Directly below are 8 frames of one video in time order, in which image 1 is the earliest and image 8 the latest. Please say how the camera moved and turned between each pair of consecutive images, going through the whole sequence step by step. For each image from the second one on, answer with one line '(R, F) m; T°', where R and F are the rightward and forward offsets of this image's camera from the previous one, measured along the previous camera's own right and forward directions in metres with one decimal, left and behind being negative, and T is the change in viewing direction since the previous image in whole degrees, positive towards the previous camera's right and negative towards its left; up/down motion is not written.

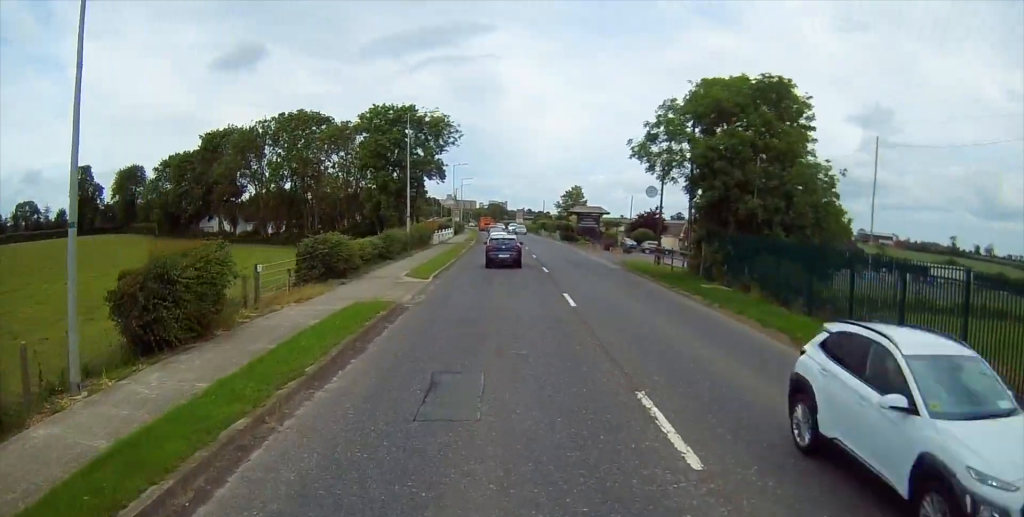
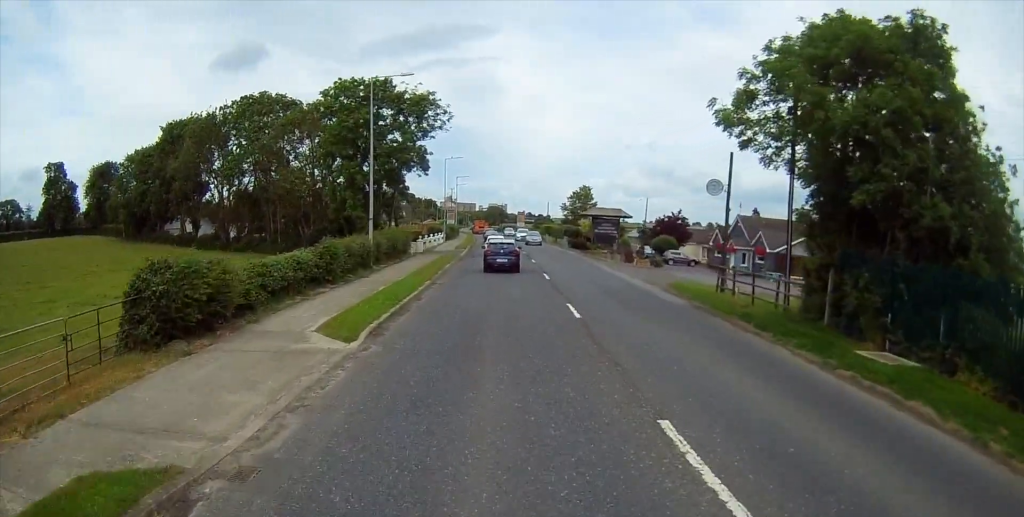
(+0.4, +12.9) m; +1°
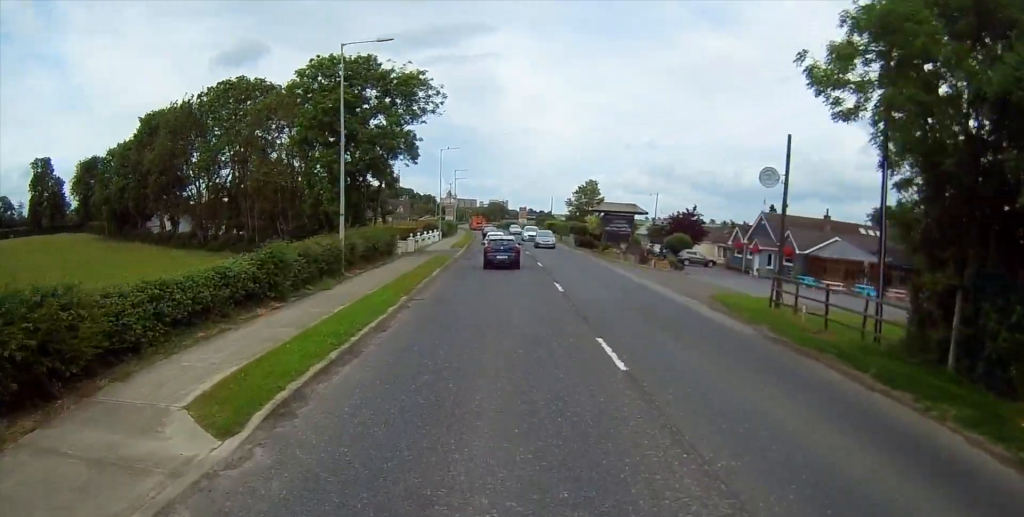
(+0.1, +6.3) m; 0°
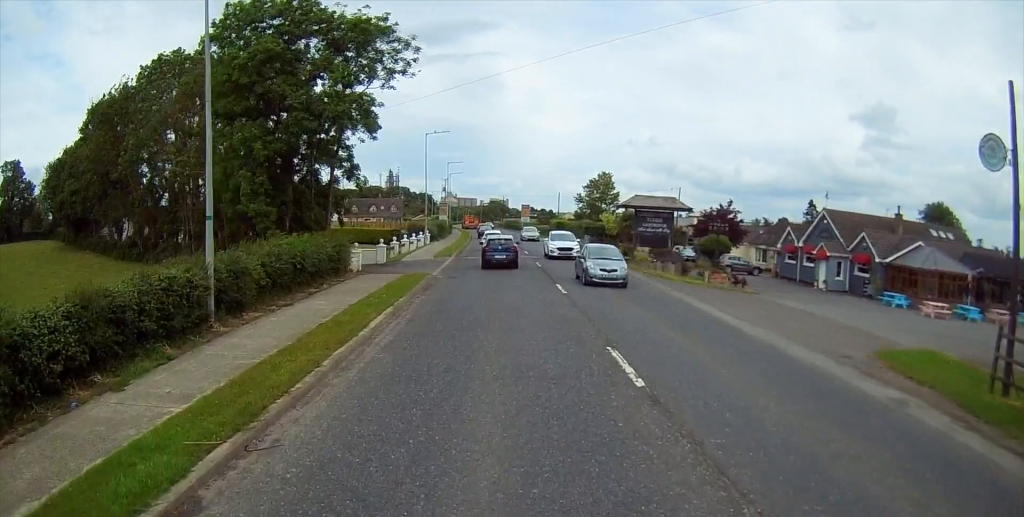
(-0.5, +13.1) m; -2°
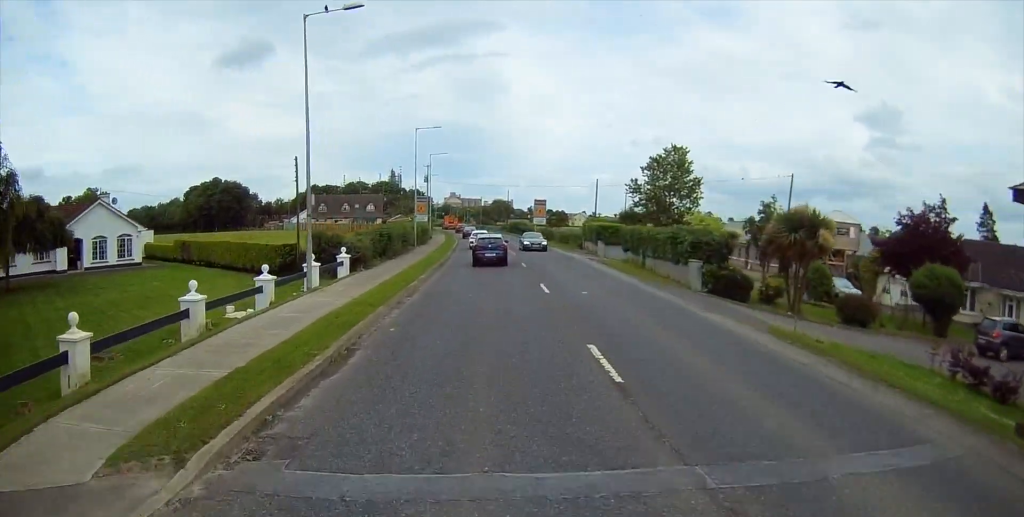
(+0.5, +35.5) m; +1°
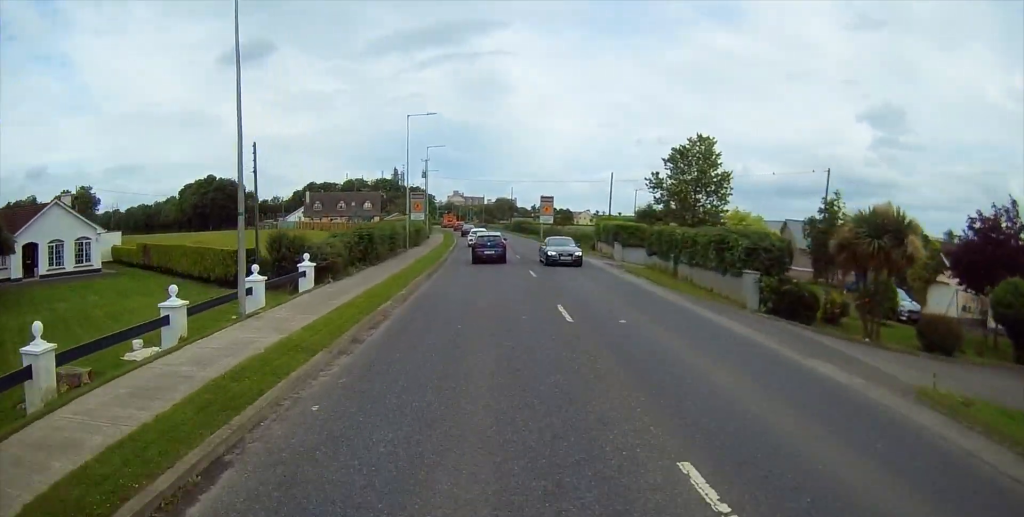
(0.0, +6.3) m; 0°
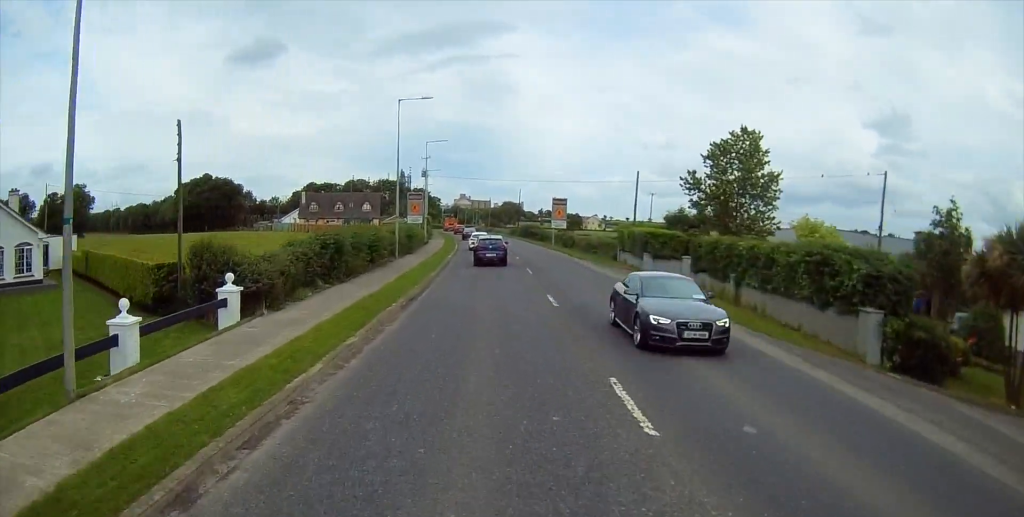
(+0.2, +7.6) m; 0°
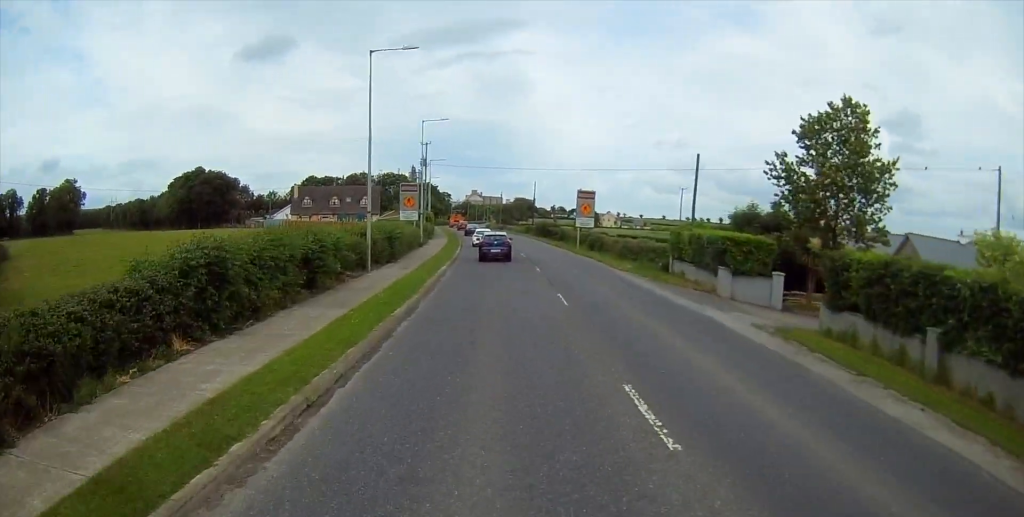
(-0.1, +11.8) m; -1°
